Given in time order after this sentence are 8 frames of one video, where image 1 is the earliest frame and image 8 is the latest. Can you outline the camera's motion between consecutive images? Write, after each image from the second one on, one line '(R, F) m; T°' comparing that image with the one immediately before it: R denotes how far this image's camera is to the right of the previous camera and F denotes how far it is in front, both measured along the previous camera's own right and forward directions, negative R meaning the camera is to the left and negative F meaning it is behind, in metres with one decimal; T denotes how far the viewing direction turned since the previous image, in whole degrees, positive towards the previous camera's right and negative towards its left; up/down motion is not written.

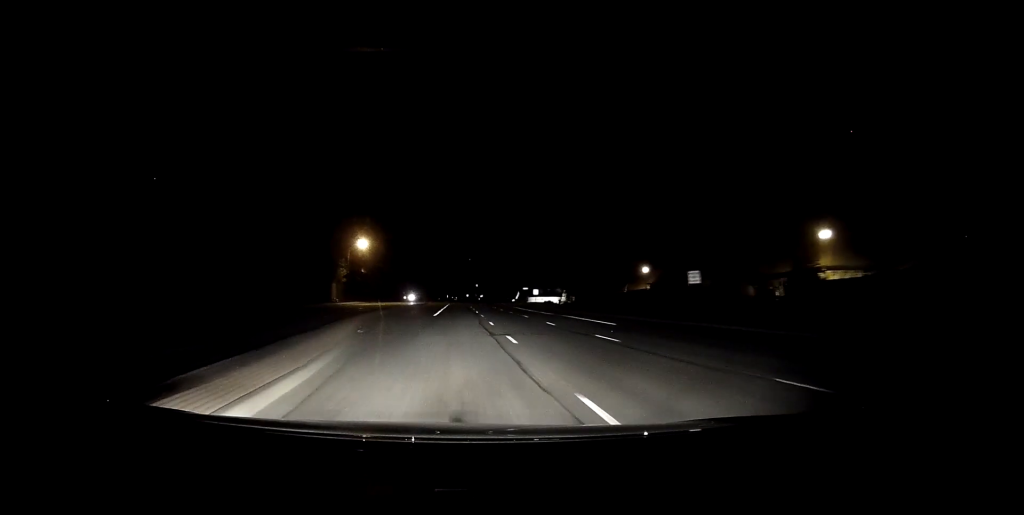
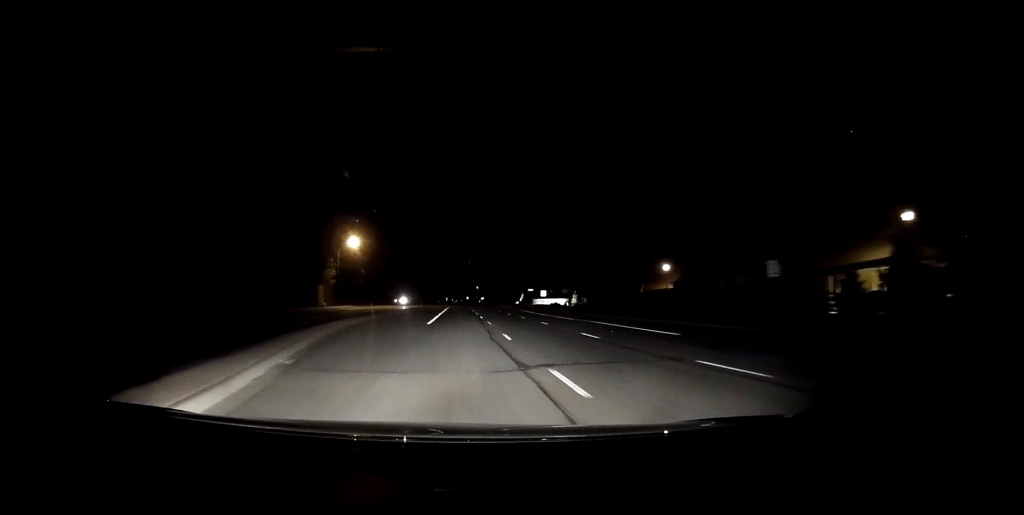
(-0.1, +9.1) m; 0°
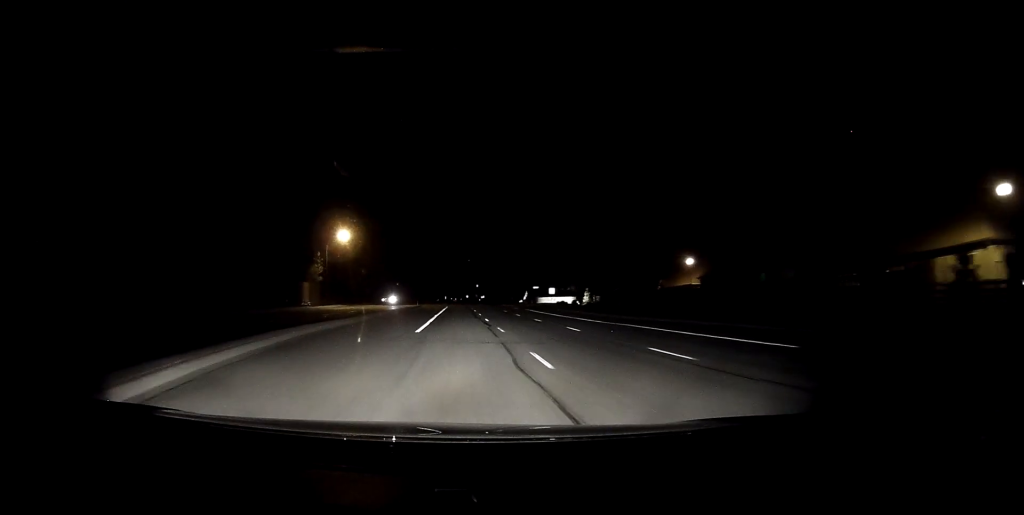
(+0.1, +8.5) m; 0°
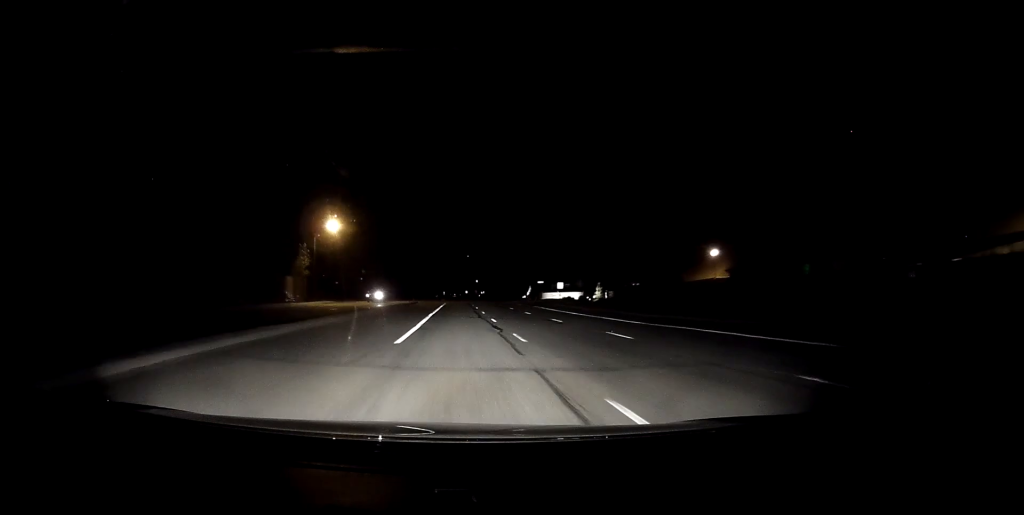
(+0.1, +7.3) m; 0°
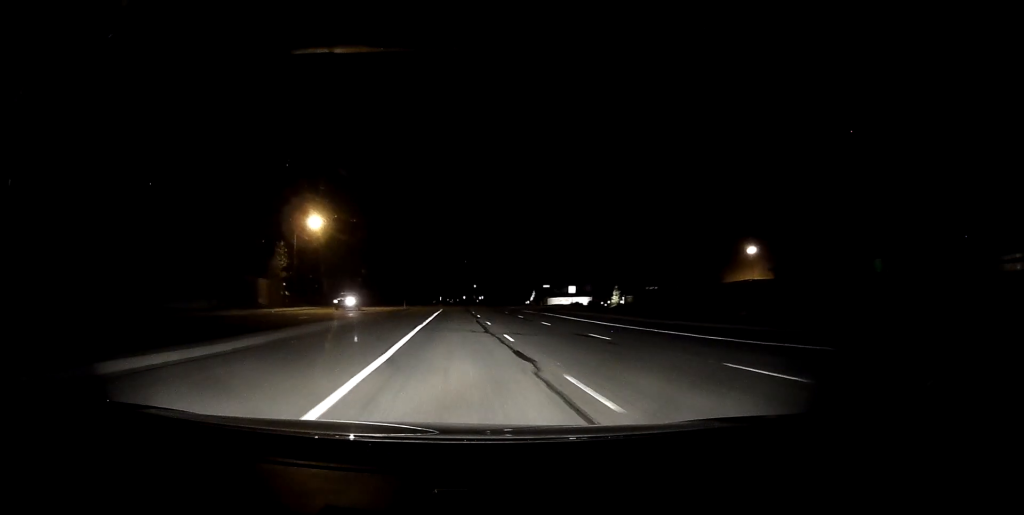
(0.0, +9.1) m; 0°
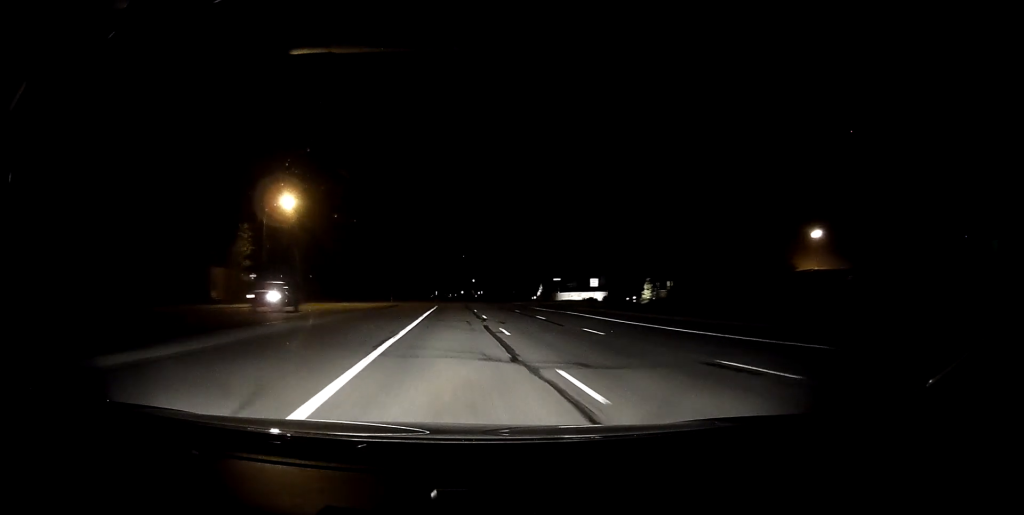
(0.0, +11.6) m; 0°
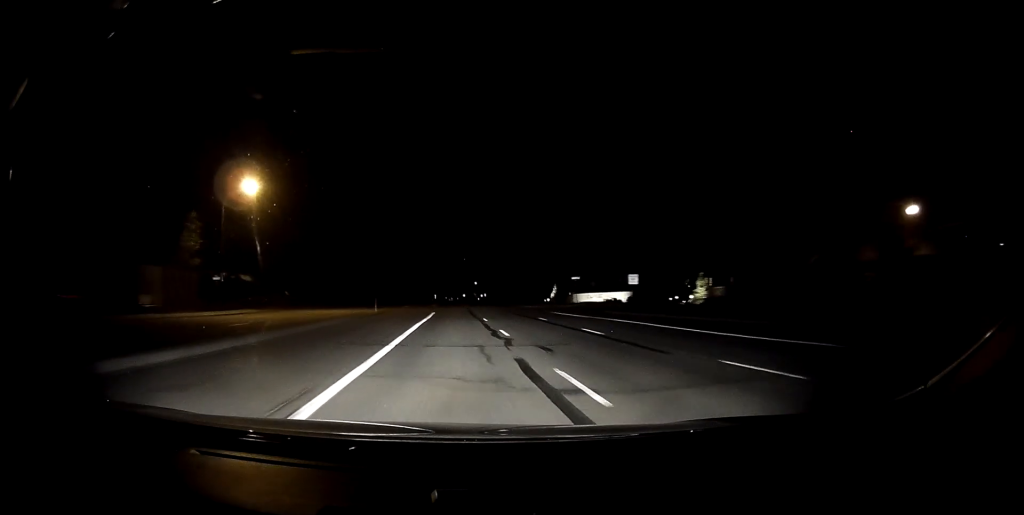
(0.0, +12.3) m; 0°
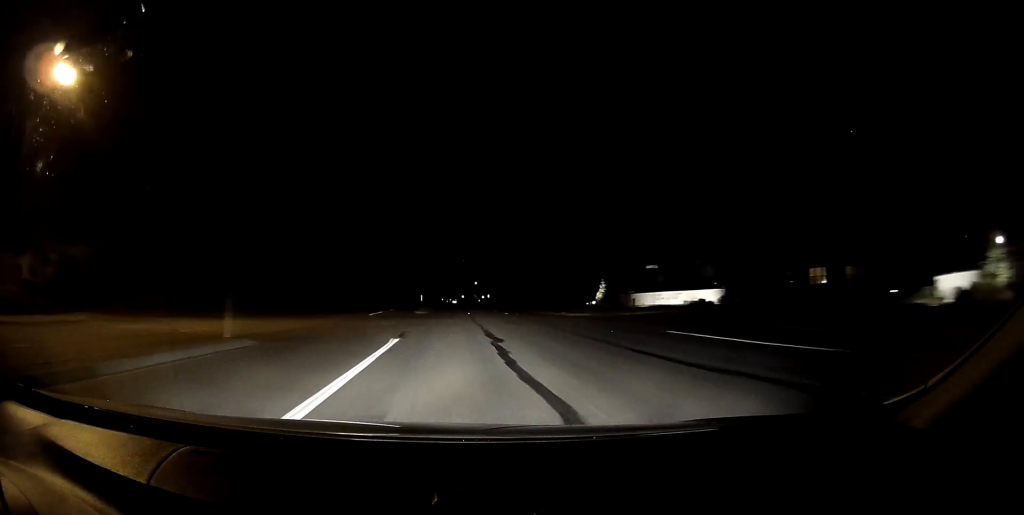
(-0.2, +29.3) m; 0°
